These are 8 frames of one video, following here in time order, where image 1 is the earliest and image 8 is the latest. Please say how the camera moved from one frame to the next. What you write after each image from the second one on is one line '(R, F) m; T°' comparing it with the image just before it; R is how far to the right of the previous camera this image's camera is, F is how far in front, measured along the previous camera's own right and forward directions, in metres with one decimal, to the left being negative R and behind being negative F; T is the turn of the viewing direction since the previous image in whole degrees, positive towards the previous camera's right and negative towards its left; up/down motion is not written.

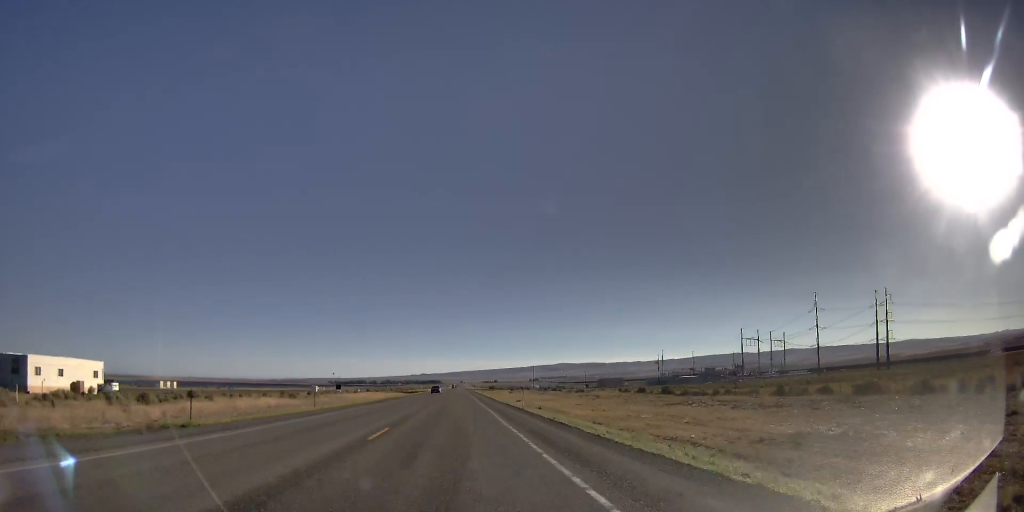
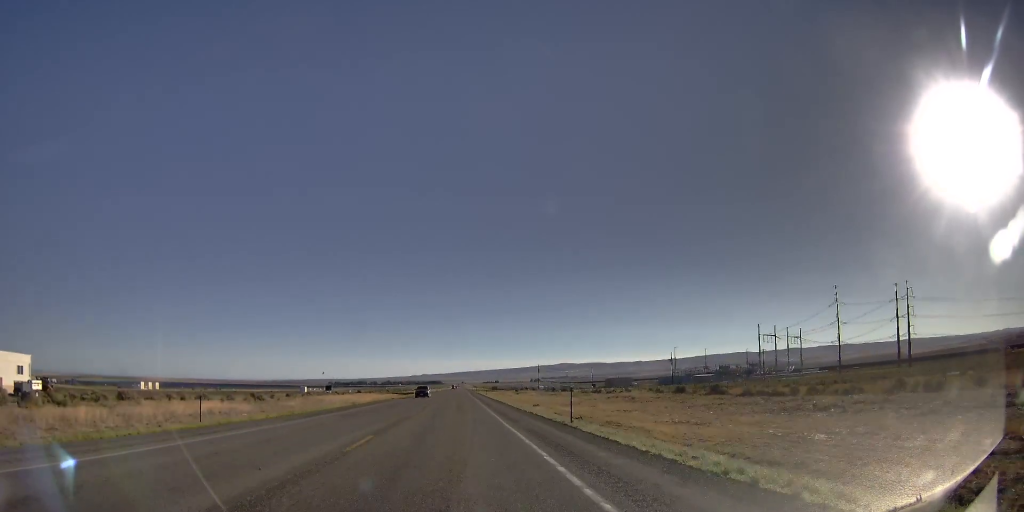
(+0.3, +17.6) m; +2°
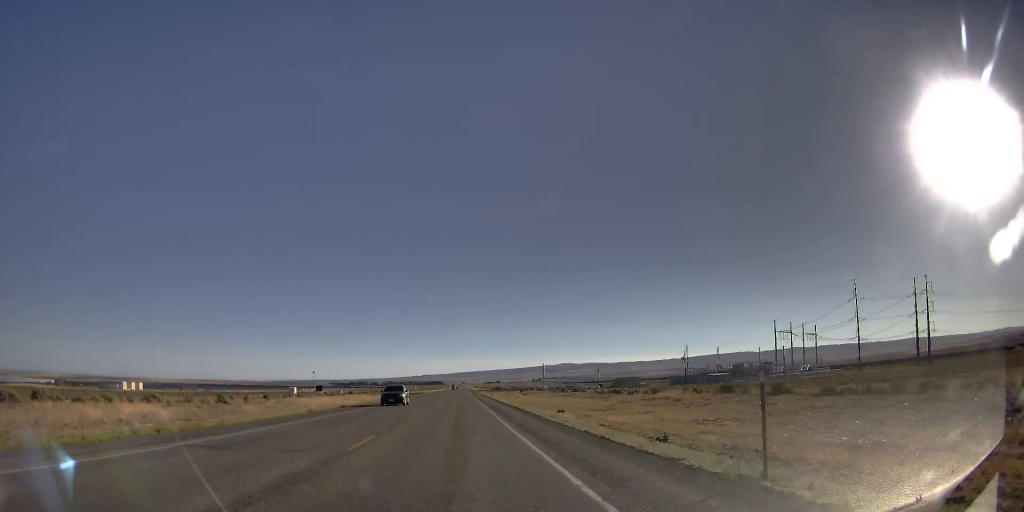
(+0.2, +14.8) m; 0°
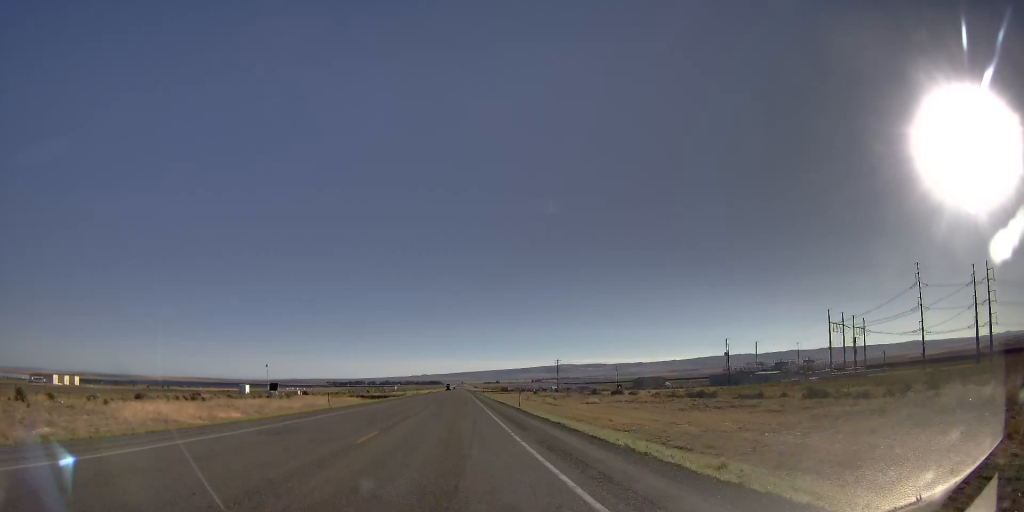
(-0.6, +44.2) m; -2°
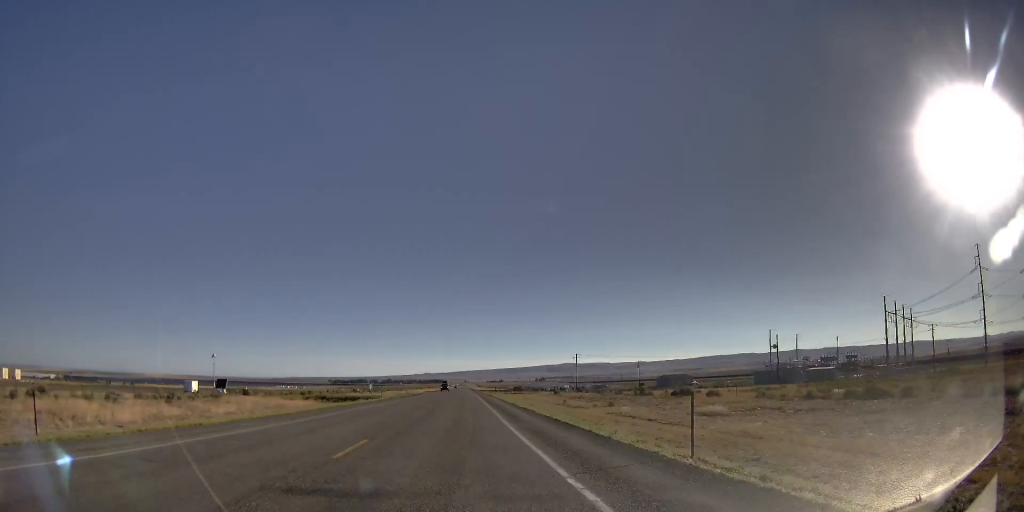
(-0.3, +32.5) m; +1°
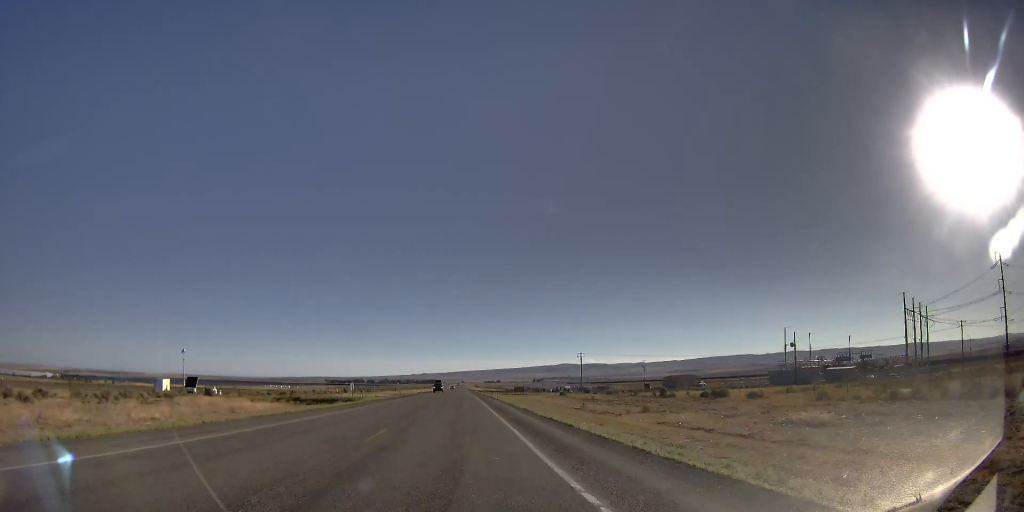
(+0.4, +11.9) m; +1°
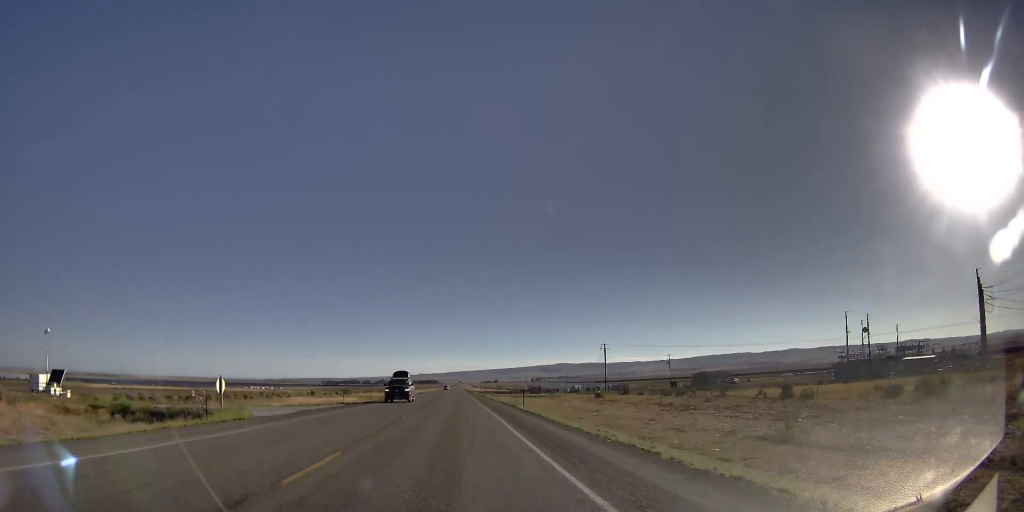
(+0.6, +36.4) m; 0°
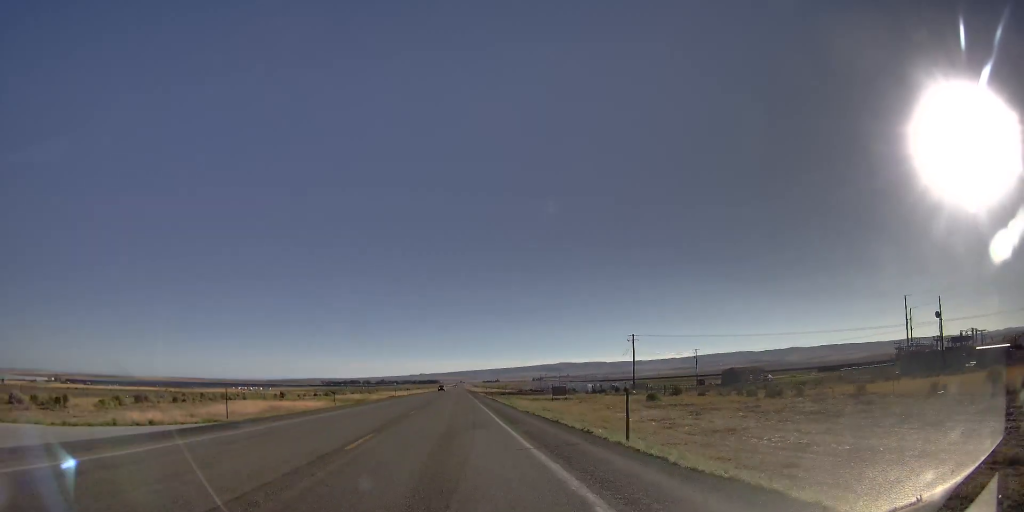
(-0.4, +25.5) m; -1°
